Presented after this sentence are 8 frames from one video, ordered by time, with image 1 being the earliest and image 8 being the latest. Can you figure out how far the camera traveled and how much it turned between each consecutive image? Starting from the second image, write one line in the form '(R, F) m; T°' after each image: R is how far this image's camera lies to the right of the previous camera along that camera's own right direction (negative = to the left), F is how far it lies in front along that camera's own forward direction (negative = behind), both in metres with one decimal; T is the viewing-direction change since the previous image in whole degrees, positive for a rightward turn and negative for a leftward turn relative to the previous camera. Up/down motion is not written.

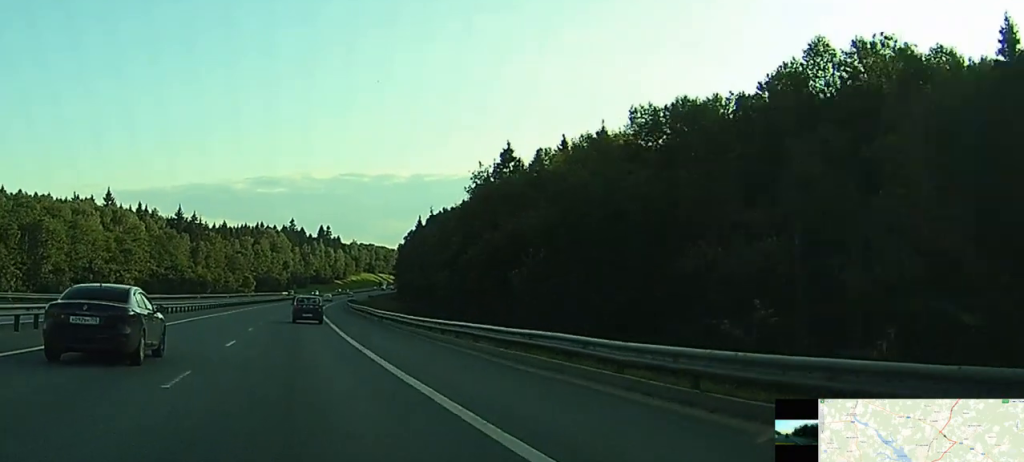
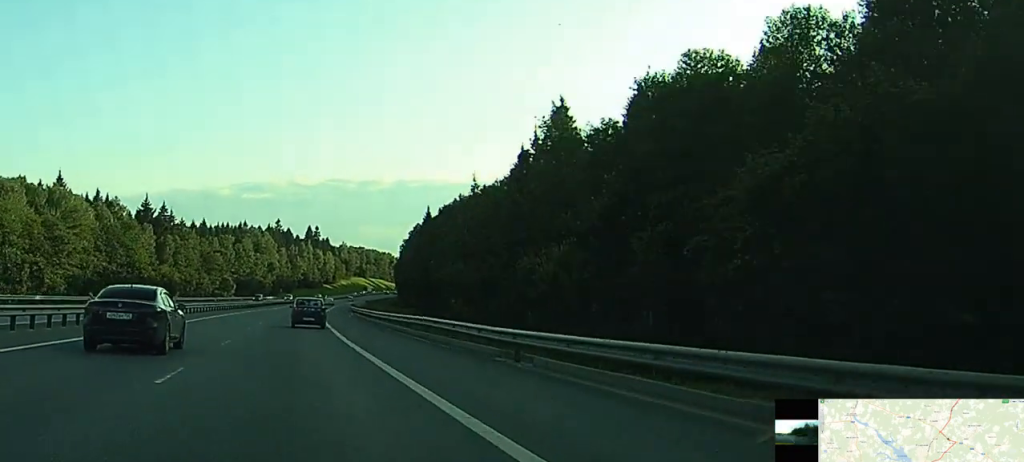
(+0.1, +36.2) m; +1°
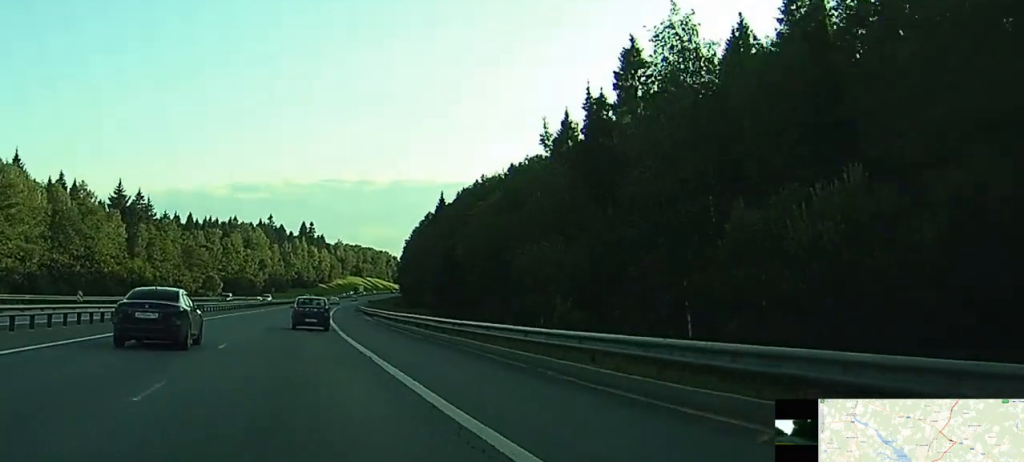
(+0.4, +26.5) m; +1°
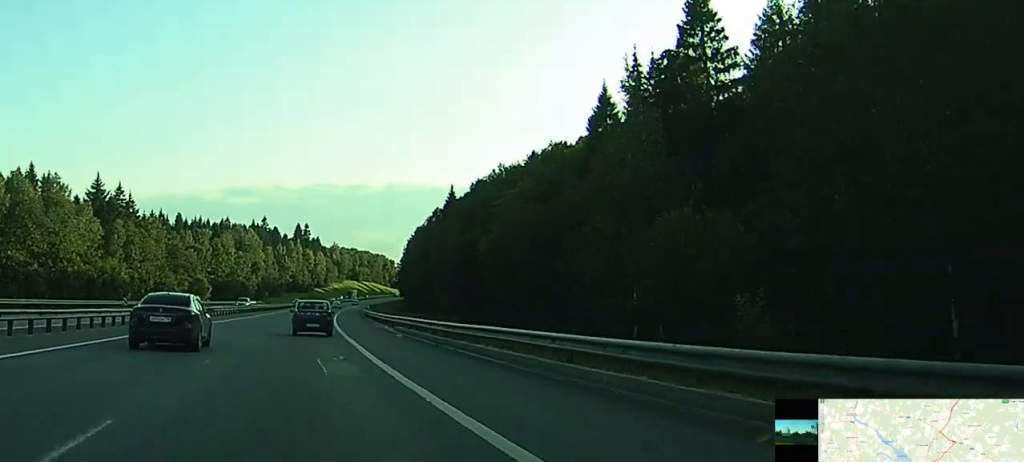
(0.0, +16.7) m; 0°
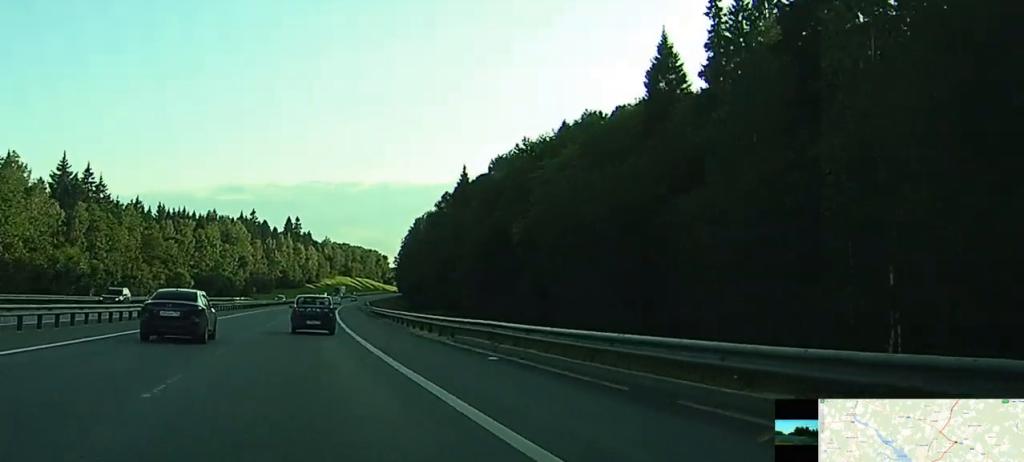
(+0.1, +19.8) m; +1°
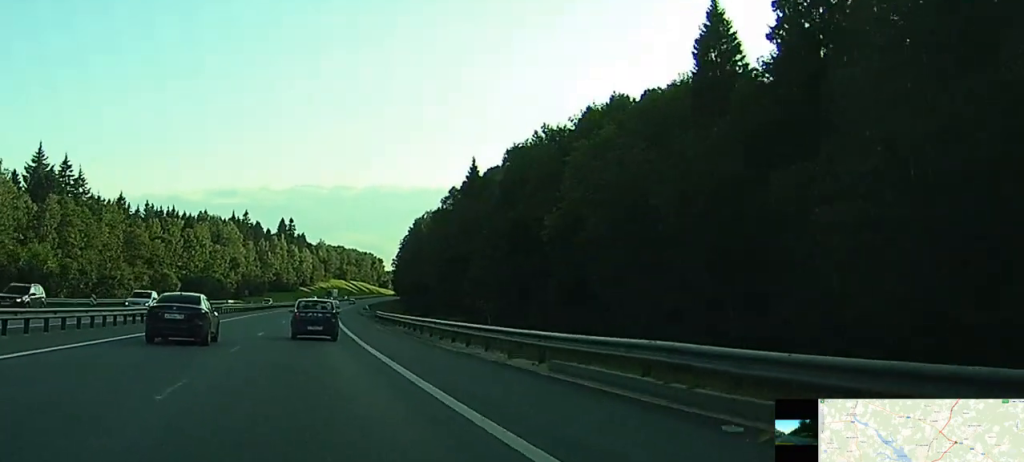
(0.0, +11.9) m; 0°
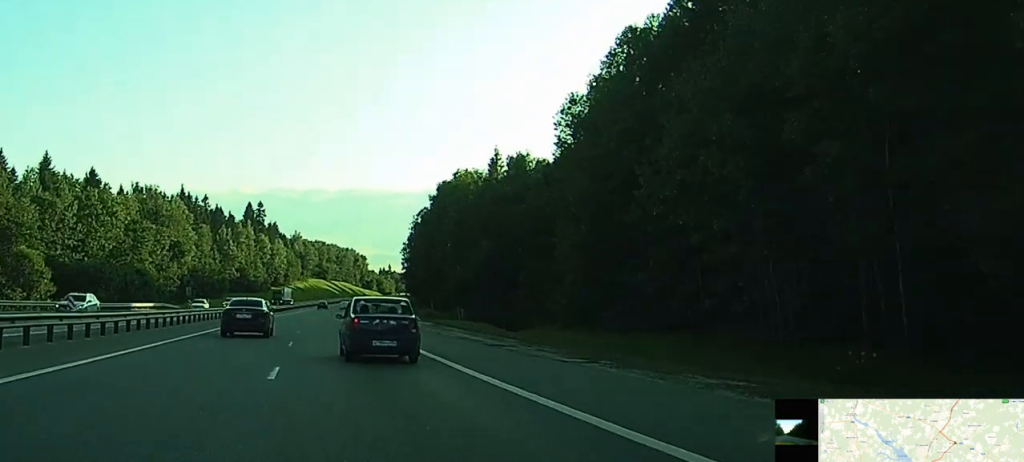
(+1.1, +83.9) m; +2°
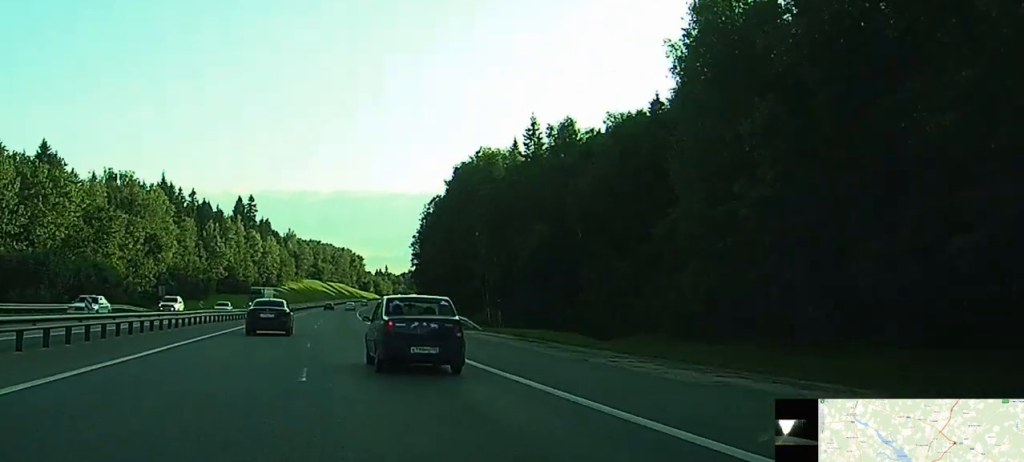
(+0.4, +25.7) m; +1°
